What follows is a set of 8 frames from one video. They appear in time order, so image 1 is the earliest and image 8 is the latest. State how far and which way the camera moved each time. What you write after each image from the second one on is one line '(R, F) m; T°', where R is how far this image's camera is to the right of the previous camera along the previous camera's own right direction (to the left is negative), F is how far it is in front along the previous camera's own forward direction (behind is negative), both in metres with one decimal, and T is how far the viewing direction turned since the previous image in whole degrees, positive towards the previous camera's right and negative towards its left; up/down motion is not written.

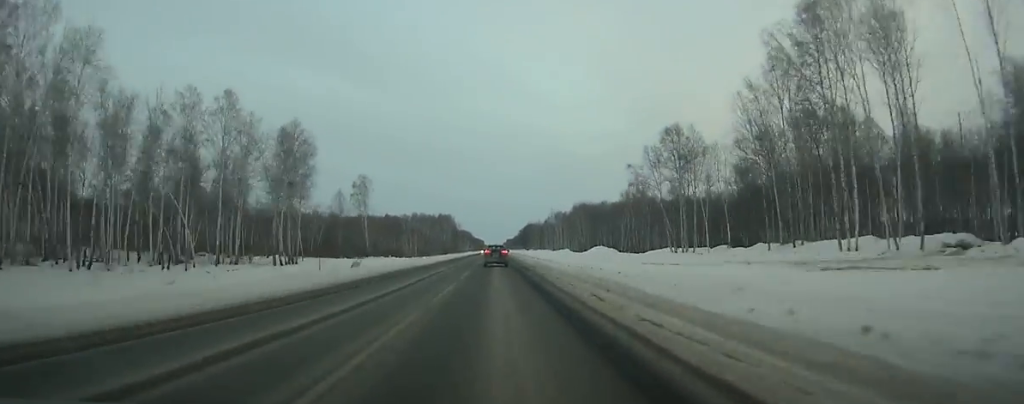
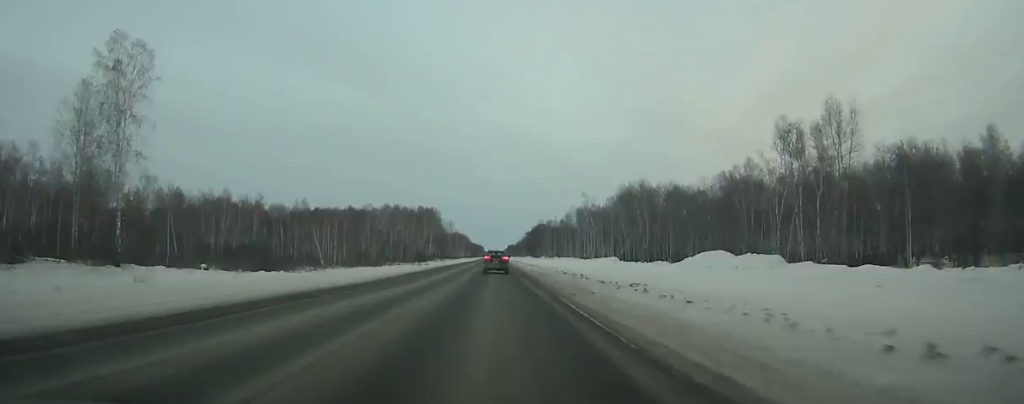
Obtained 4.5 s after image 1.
(+0.3, +113.8) m; 0°
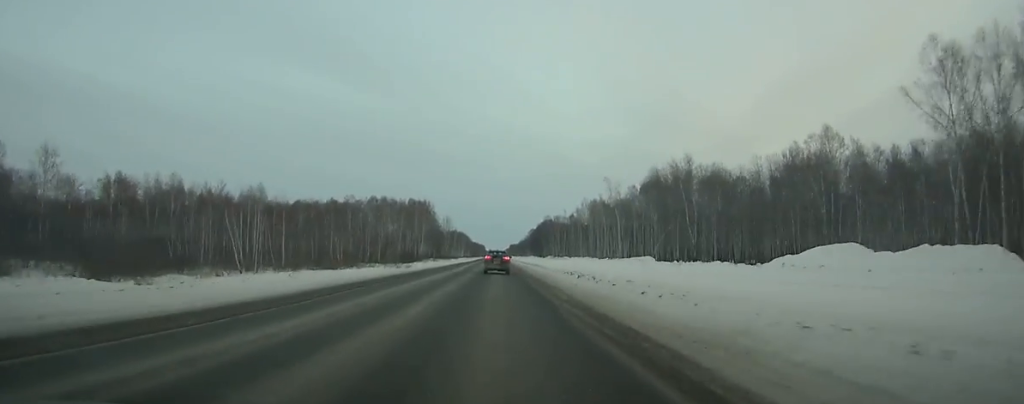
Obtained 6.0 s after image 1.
(-0.1, +38.3) m; 0°
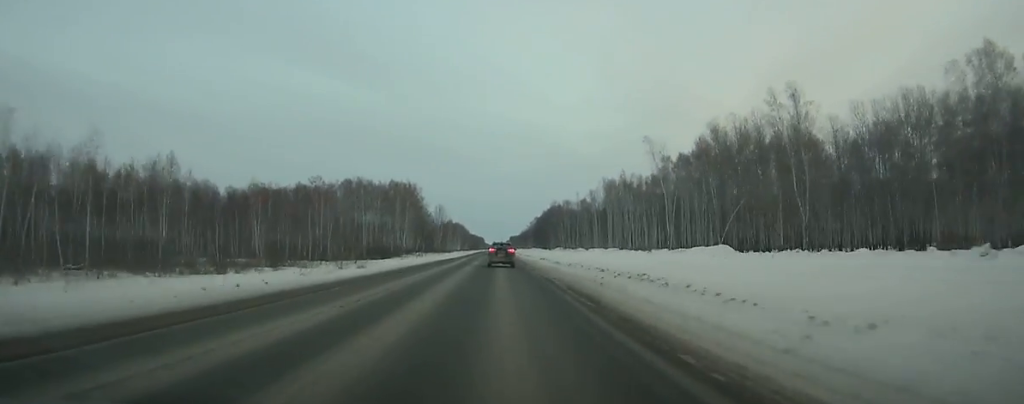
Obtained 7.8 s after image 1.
(0.0, +45.9) m; 0°
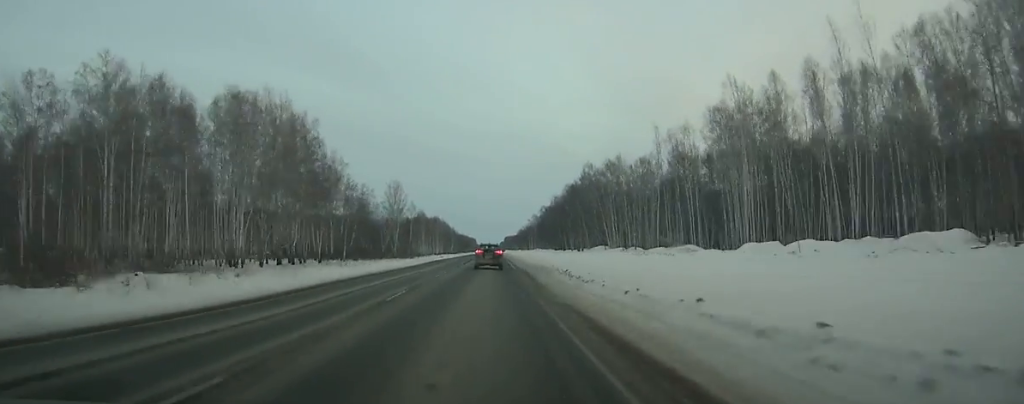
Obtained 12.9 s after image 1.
(+0.5, +130.0) m; 0°
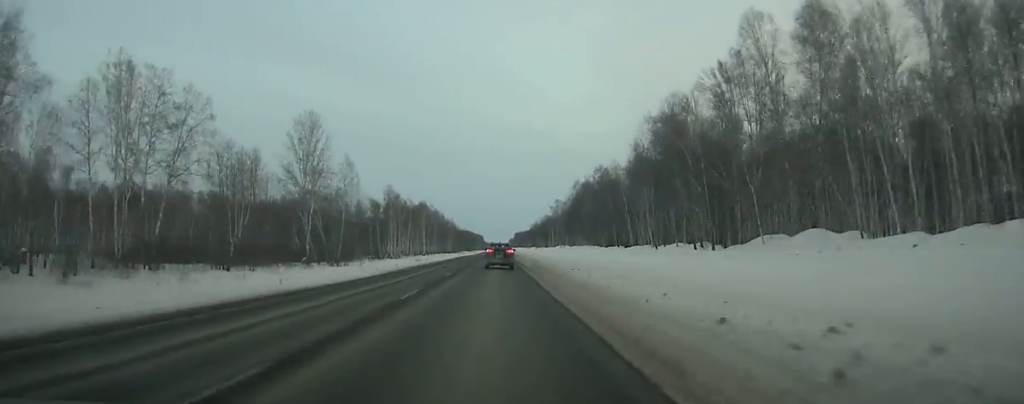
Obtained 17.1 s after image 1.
(-0.5, +107.1) m; -1°
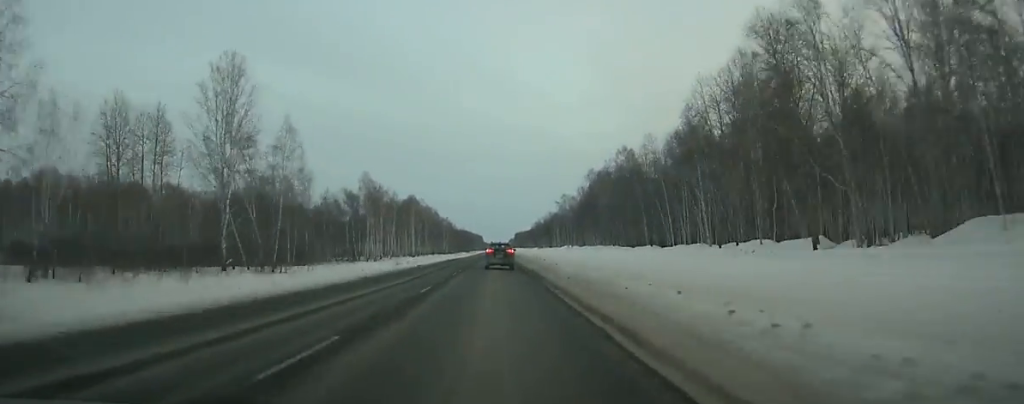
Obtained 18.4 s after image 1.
(-0.1, +33.2) m; 0°
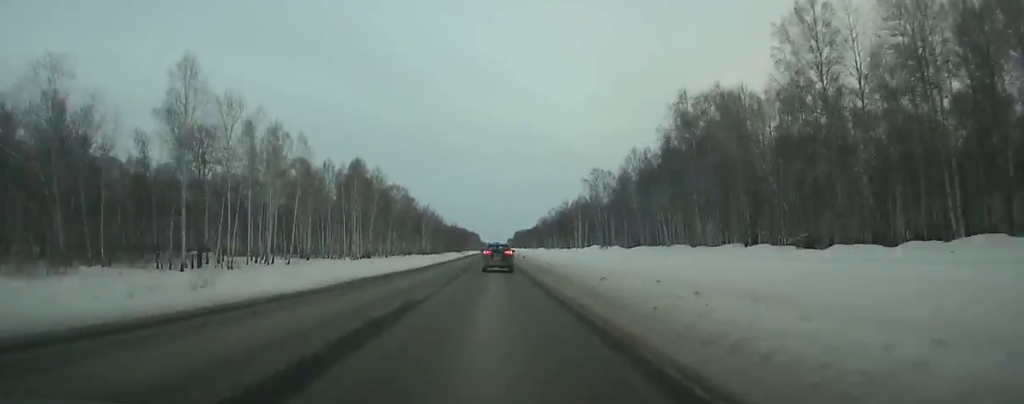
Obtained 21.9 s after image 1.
(+0.1, +89.5) m; 0°
